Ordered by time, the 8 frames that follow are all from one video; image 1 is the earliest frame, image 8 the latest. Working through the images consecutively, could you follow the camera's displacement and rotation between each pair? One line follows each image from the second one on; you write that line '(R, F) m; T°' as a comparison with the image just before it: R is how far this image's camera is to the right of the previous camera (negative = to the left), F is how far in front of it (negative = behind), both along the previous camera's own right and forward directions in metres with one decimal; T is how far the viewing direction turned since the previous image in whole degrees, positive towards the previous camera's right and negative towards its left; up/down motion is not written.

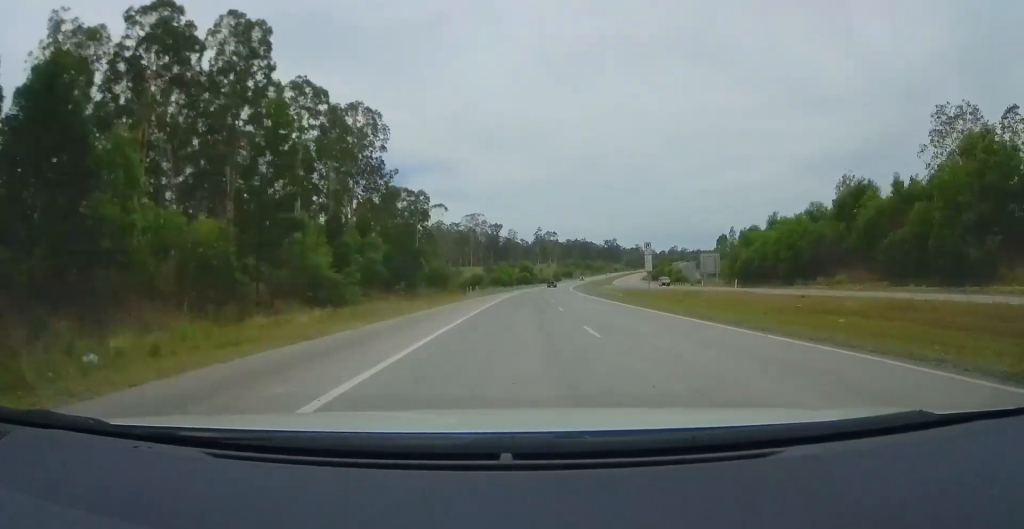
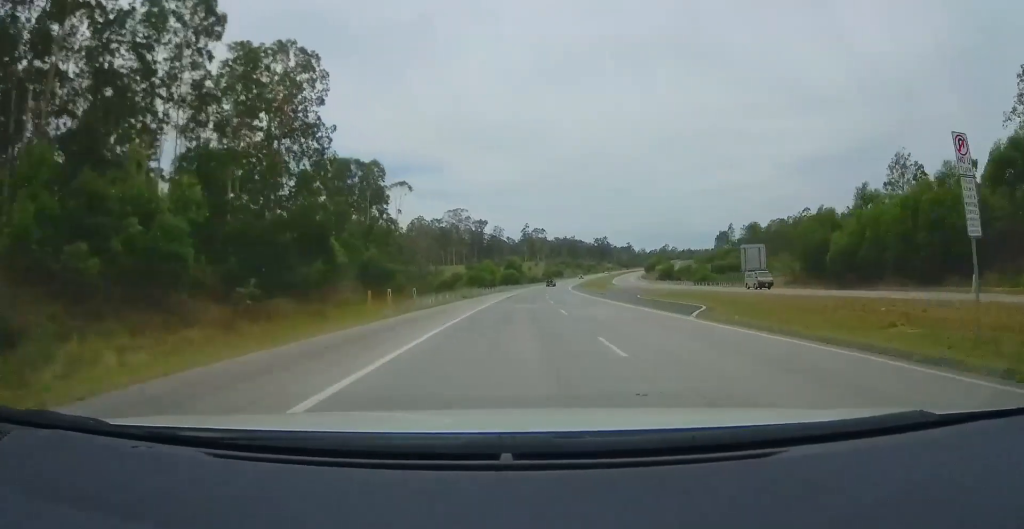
(+0.5, +28.0) m; +2°
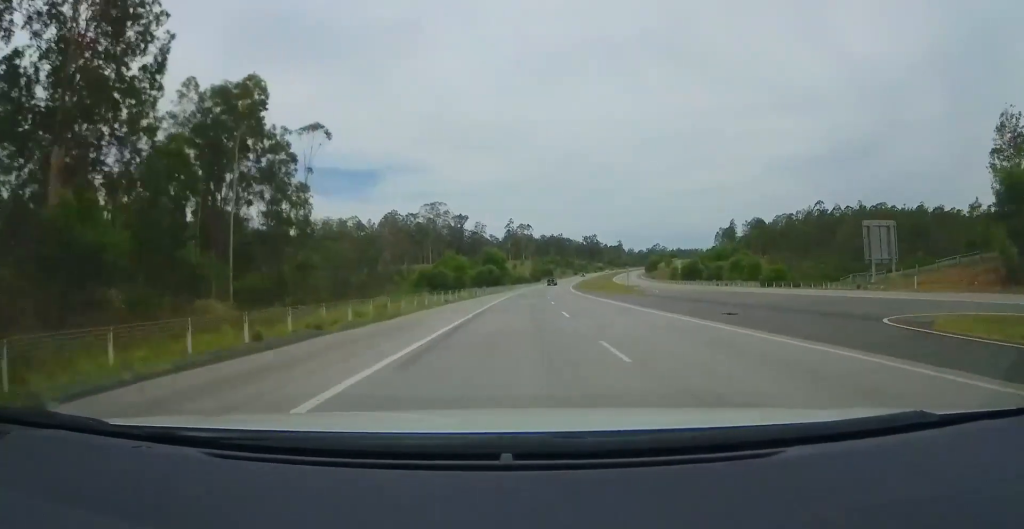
(+0.8, +36.5) m; +2°
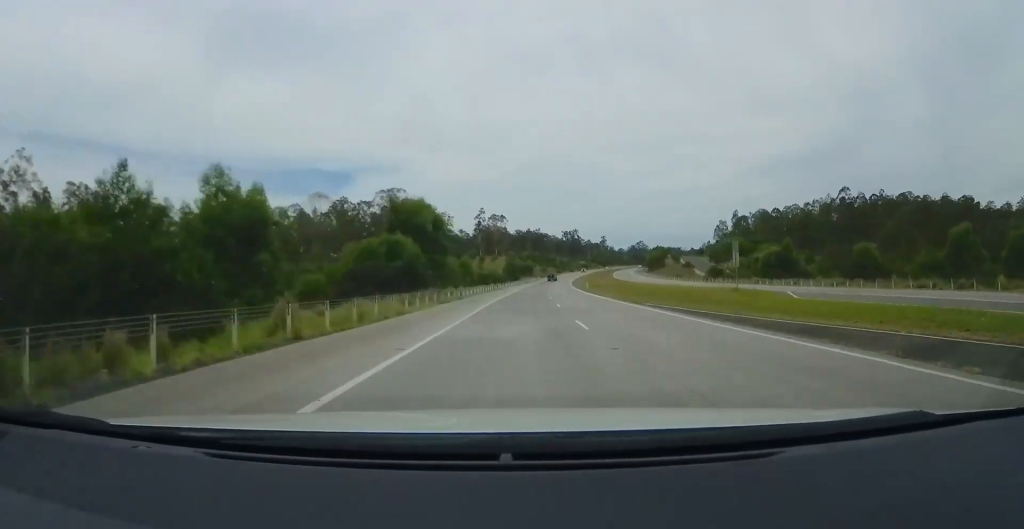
(+1.2, +54.7) m; +2°
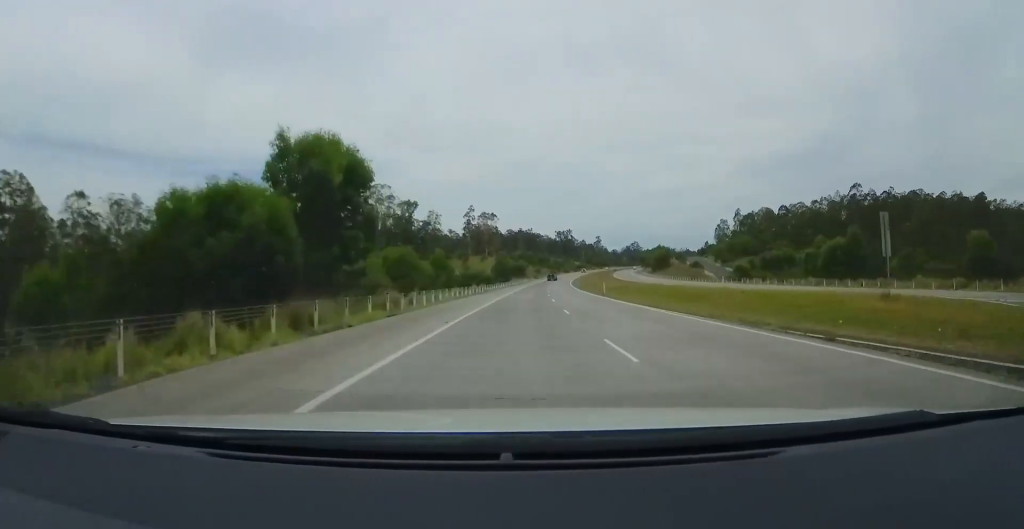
(0.0, +18.1) m; +1°
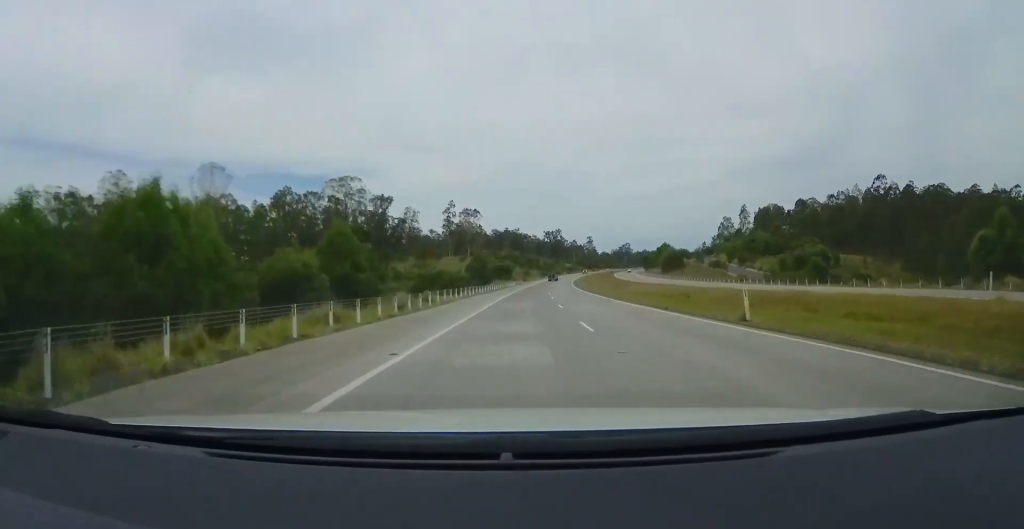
(+0.4, +31.2) m; +2°
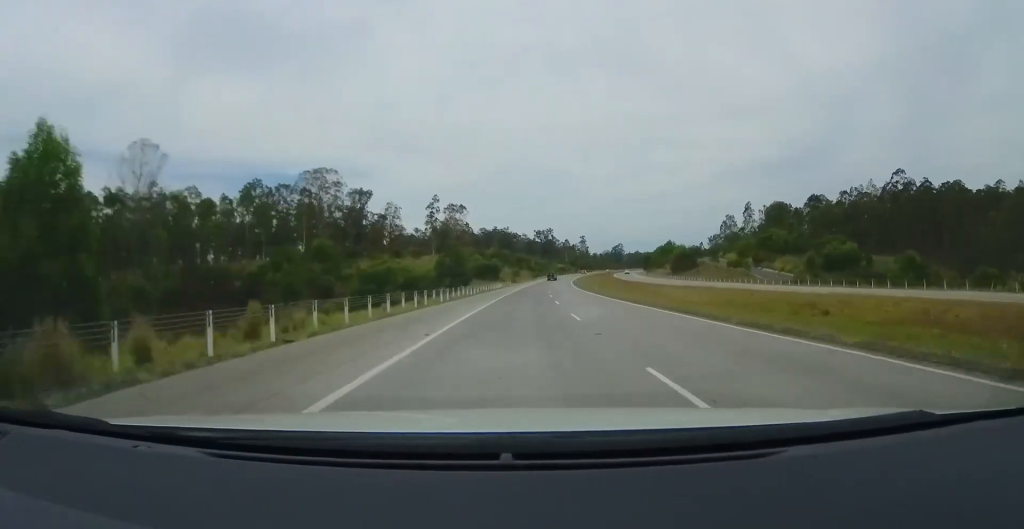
(+0.4, +20.4) m; +2°
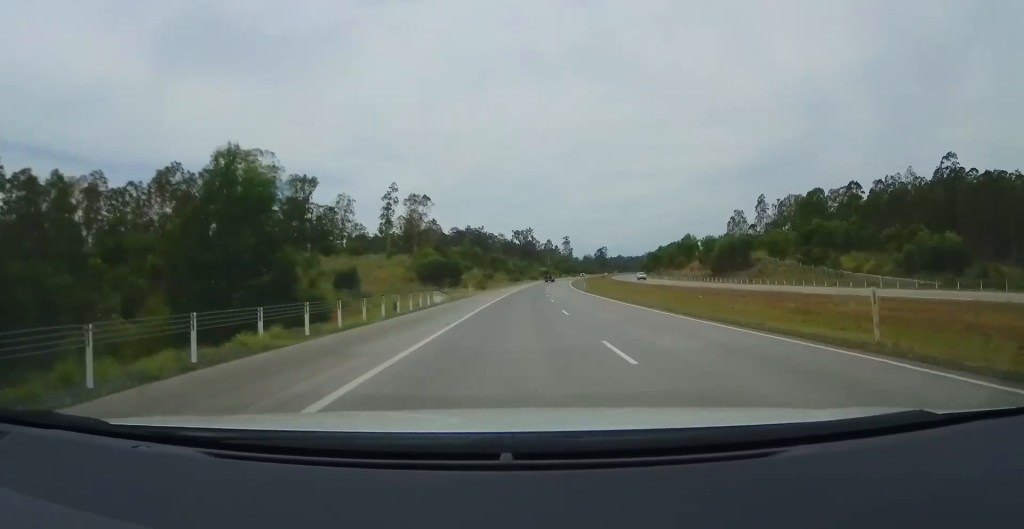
(+1.2, +45.2) m; +2°
